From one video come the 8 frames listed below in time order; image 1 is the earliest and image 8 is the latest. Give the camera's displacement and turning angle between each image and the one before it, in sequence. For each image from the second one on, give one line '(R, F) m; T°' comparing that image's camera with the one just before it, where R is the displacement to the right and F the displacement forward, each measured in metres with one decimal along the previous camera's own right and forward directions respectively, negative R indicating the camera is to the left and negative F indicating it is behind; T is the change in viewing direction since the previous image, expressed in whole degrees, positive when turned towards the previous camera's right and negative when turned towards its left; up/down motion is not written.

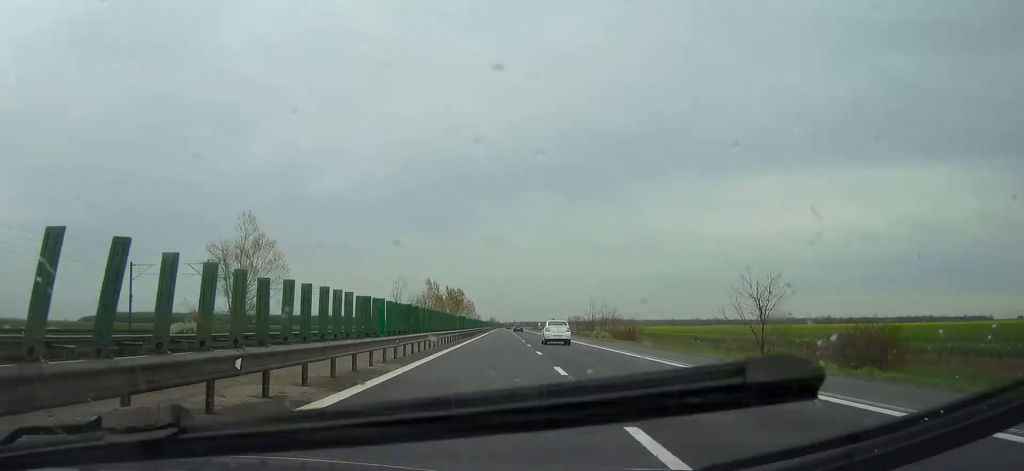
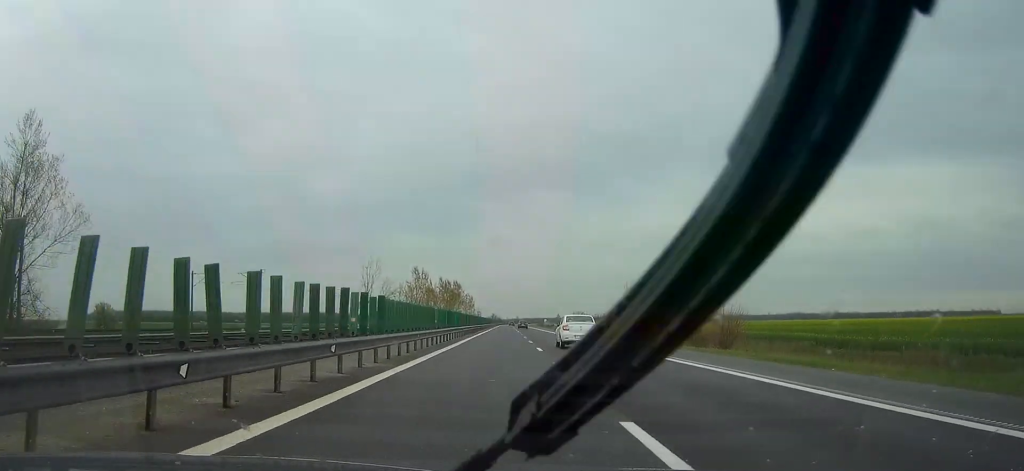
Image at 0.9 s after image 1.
(0.0, +45.0) m; 0°
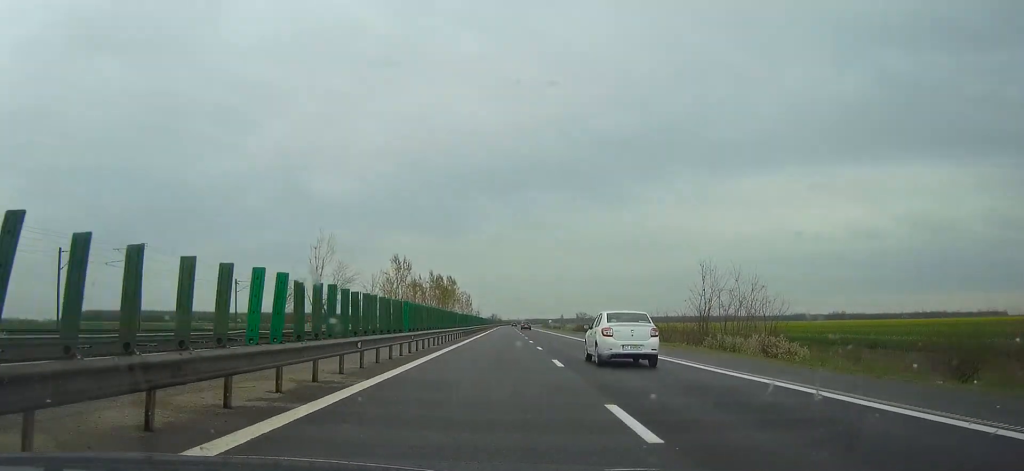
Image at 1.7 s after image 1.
(0.0, +42.1) m; 0°
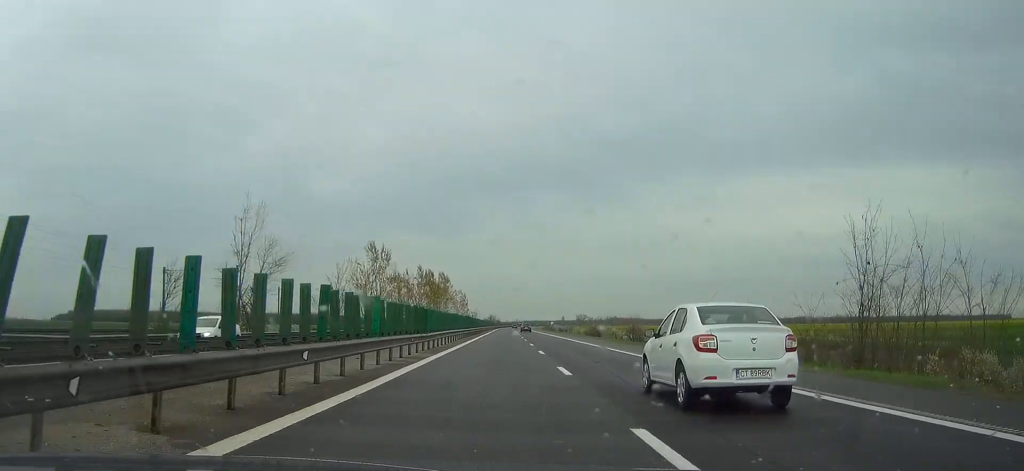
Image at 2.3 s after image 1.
(0.0, +31.7) m; 0°
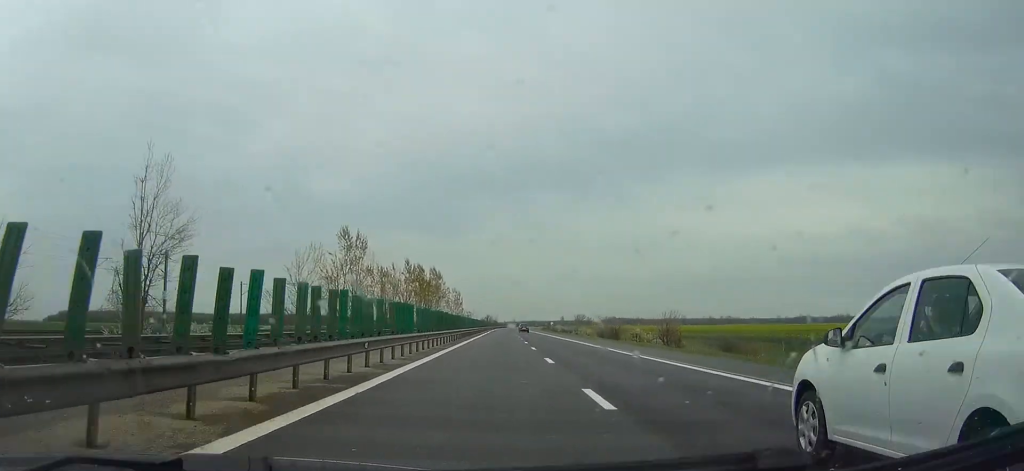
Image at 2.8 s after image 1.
(0.0, +21.7) m; 0°
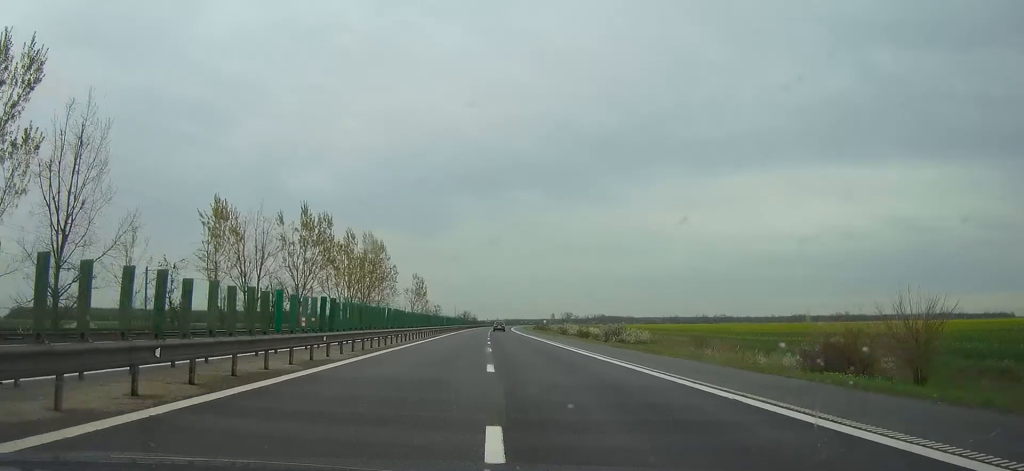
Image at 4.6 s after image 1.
(+0.8, +80.8) m; +1°
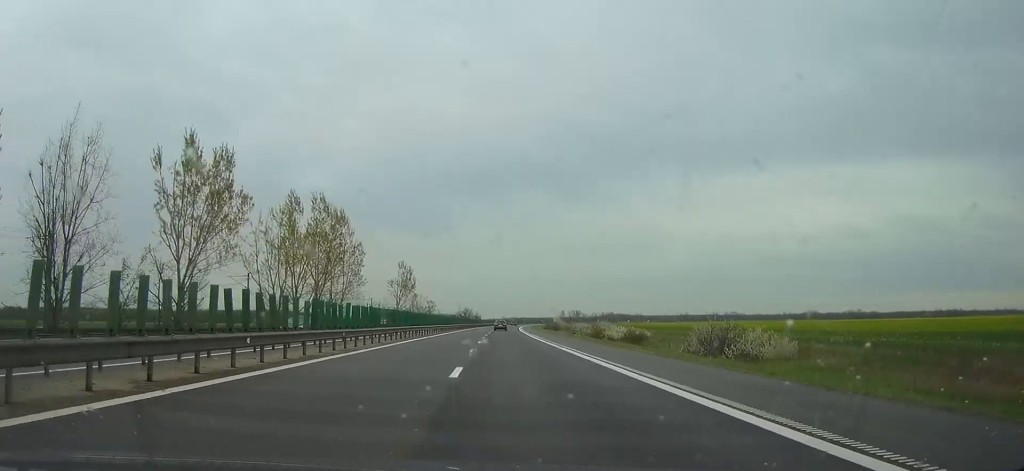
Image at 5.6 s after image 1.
(0.0, +38.0) m; 0°
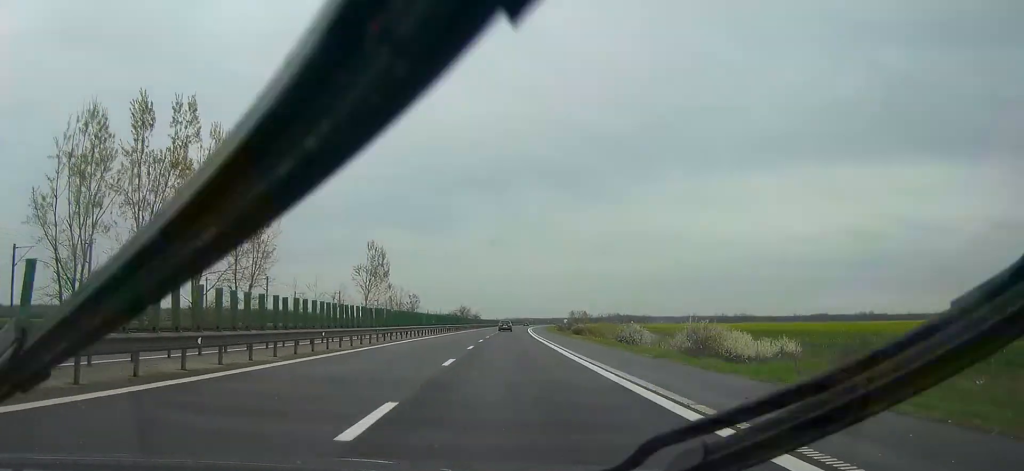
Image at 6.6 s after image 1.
(-0.2, +43.0) m; 0°
